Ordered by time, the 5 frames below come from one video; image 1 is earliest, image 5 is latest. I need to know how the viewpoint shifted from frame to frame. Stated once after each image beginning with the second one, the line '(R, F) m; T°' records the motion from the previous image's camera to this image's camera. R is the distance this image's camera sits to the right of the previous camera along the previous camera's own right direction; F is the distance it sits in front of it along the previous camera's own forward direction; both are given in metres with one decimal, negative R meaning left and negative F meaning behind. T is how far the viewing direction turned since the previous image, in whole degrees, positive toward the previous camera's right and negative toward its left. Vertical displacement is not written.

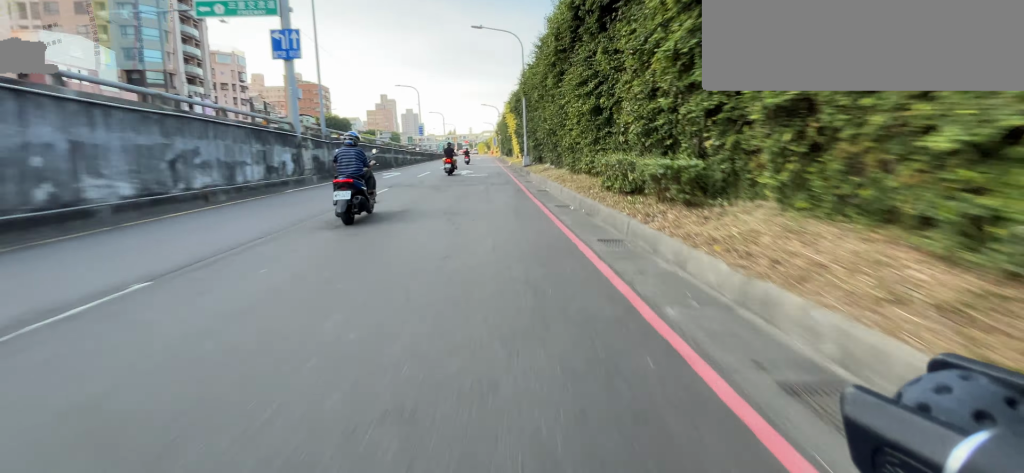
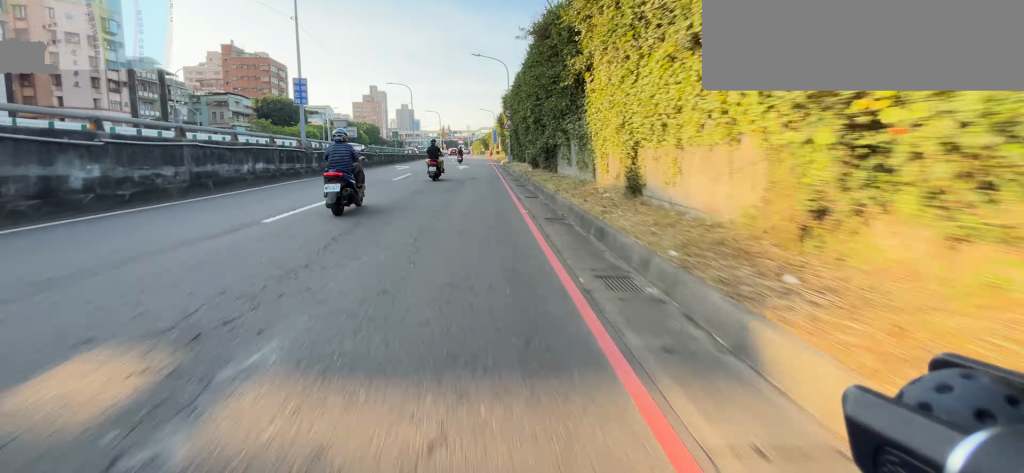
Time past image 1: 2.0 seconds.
(-0.3, +31.5) m; -2°
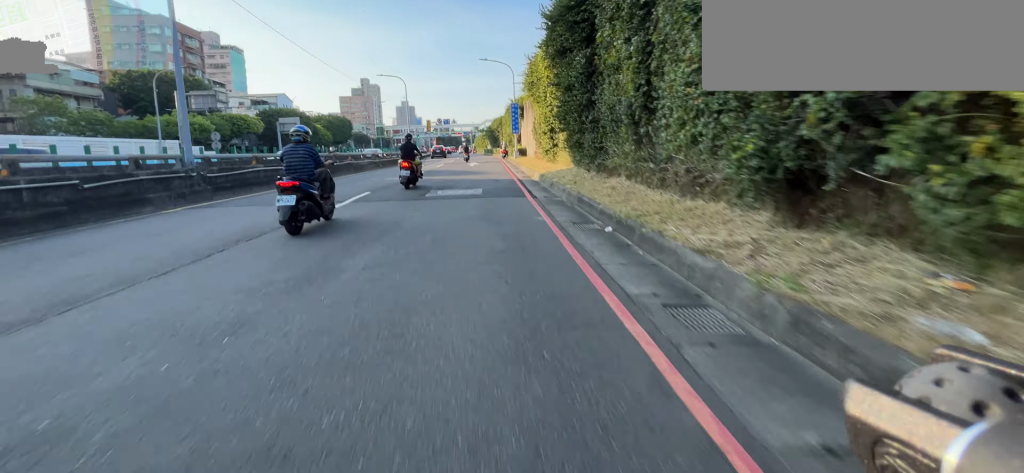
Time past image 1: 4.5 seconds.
(-0.1, +30.0) m; 0°
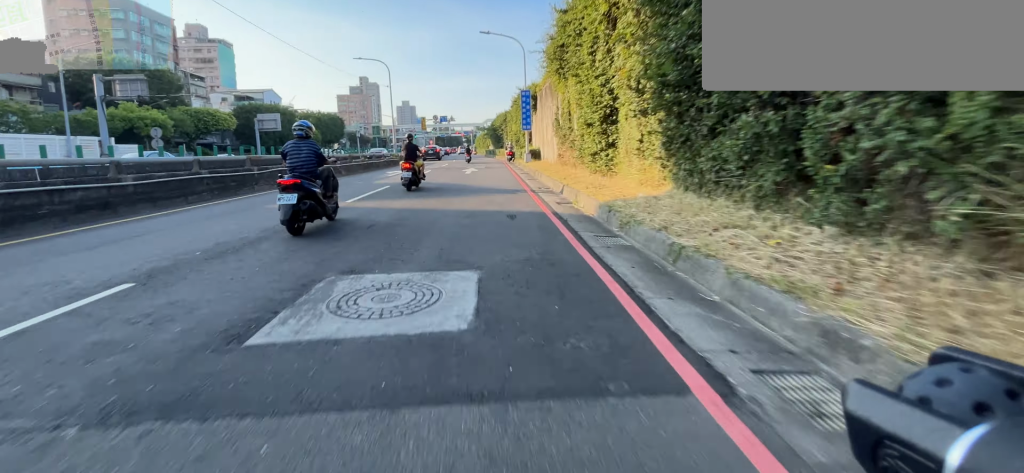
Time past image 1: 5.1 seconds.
(0.0, +6.3) m; 0°
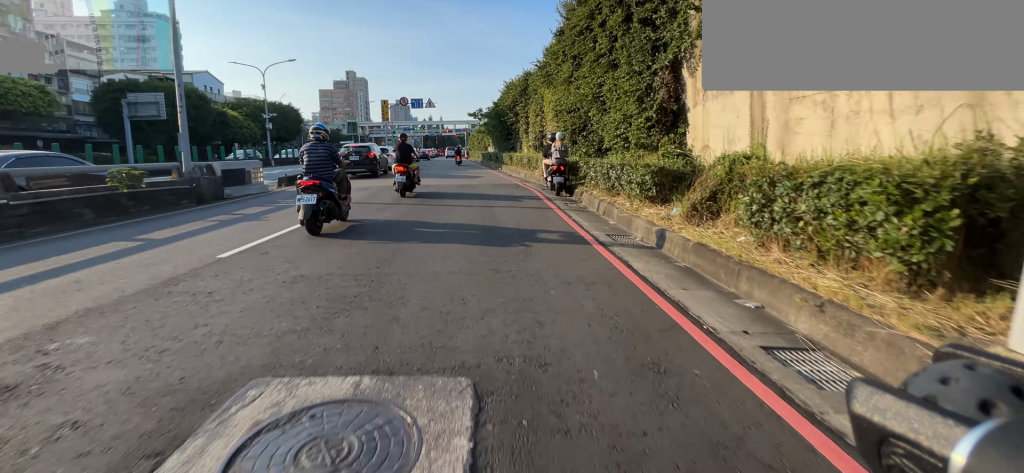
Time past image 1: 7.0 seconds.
(-0.2, +21.6) m; 0°
